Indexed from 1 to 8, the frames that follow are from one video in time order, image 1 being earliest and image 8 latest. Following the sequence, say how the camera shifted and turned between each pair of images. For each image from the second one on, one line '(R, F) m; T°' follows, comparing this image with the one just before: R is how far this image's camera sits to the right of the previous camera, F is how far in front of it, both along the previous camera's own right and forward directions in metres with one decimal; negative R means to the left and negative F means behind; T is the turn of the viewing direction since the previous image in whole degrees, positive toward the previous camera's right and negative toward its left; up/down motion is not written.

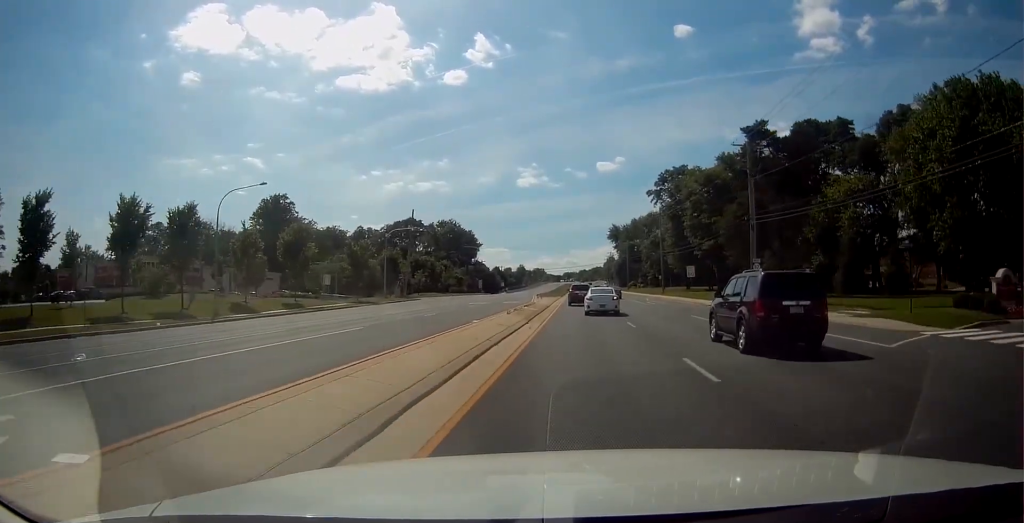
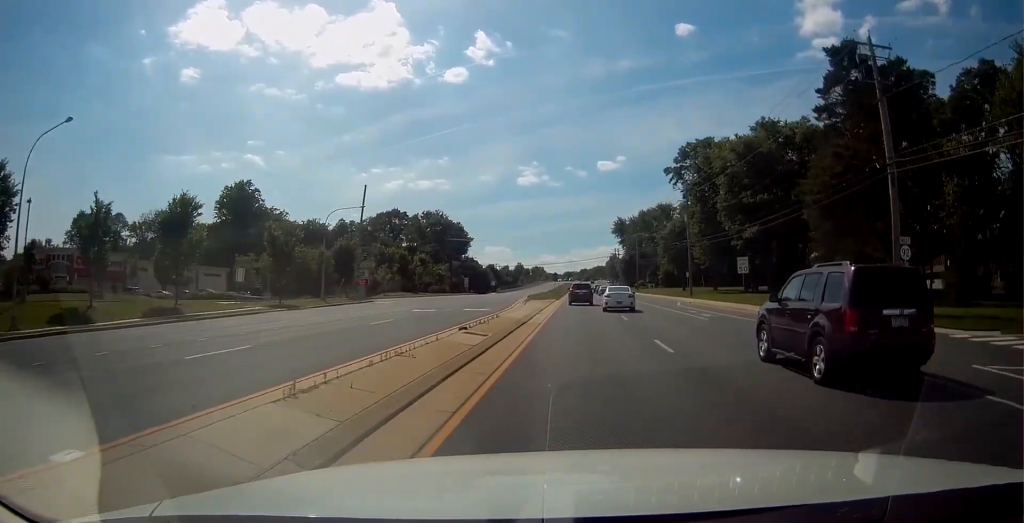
(-0.2, +19.5) m; 0°
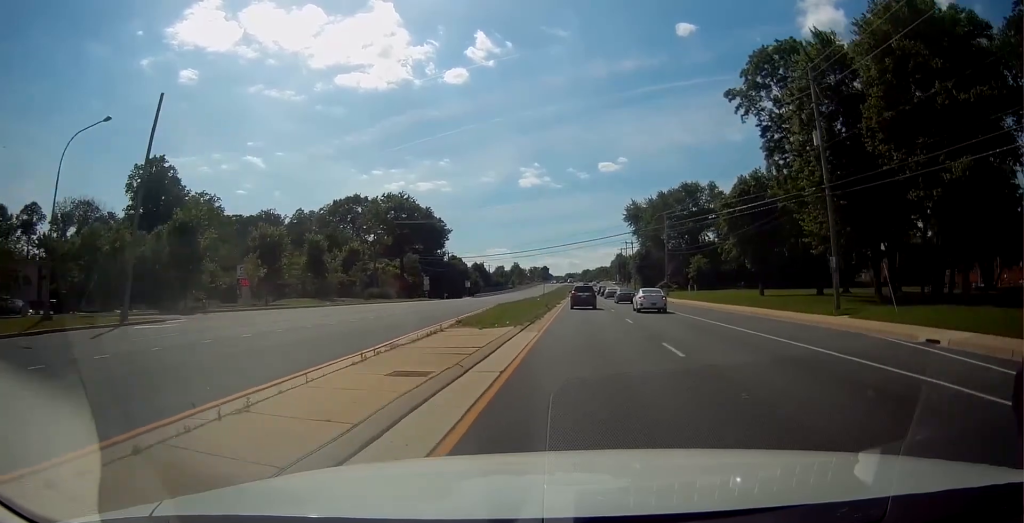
(+0.2, +36.3) m; +1°
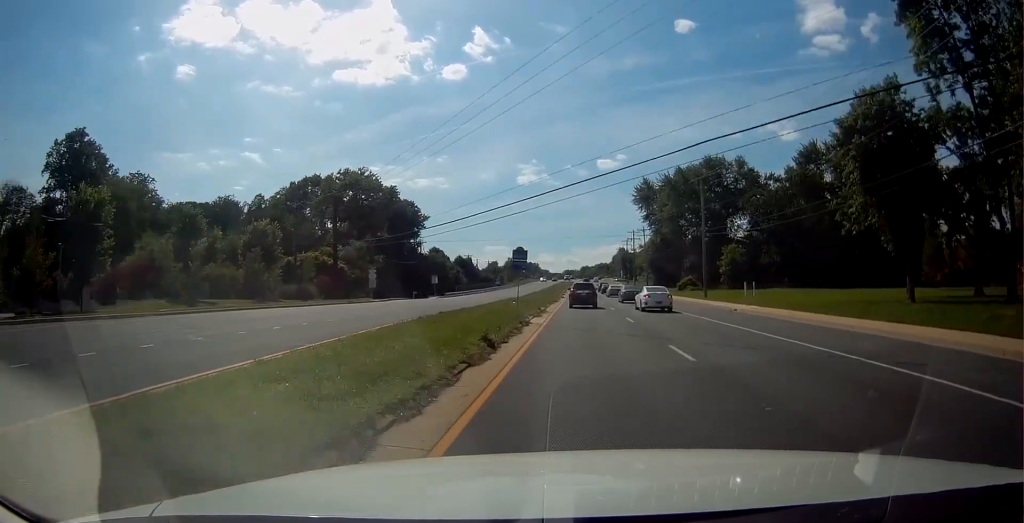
(0.0, +24.9) m; 0°
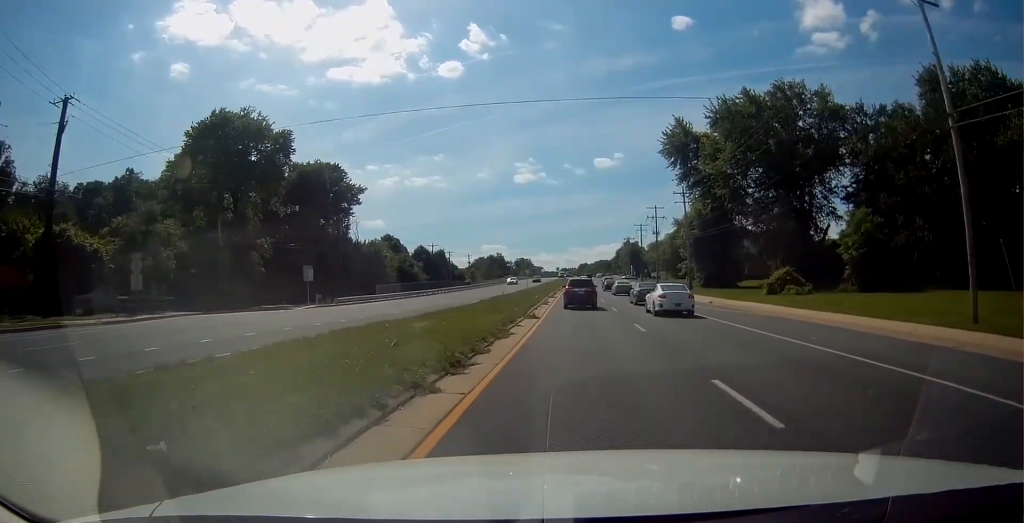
(-0.1, +41.0) m; 0°
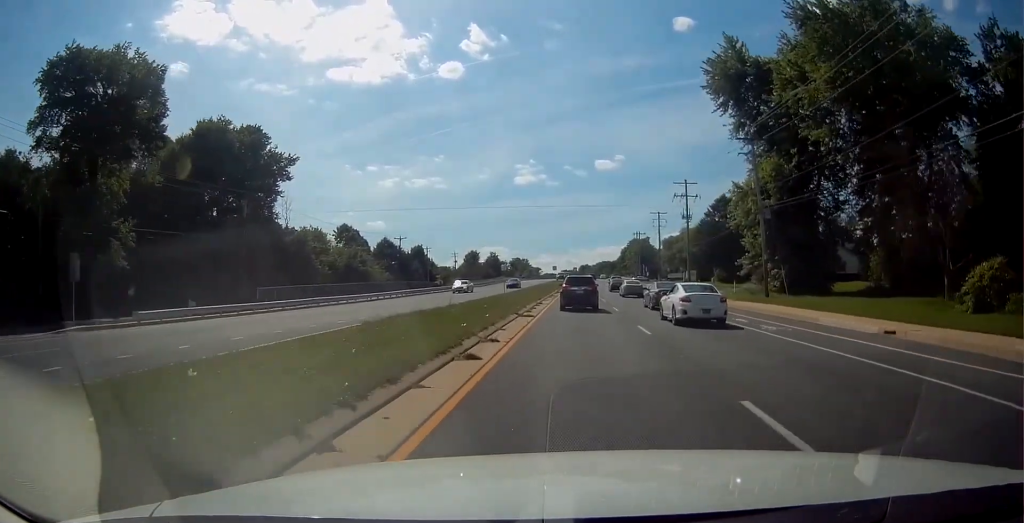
(+0.1, +26.2) m; 0°
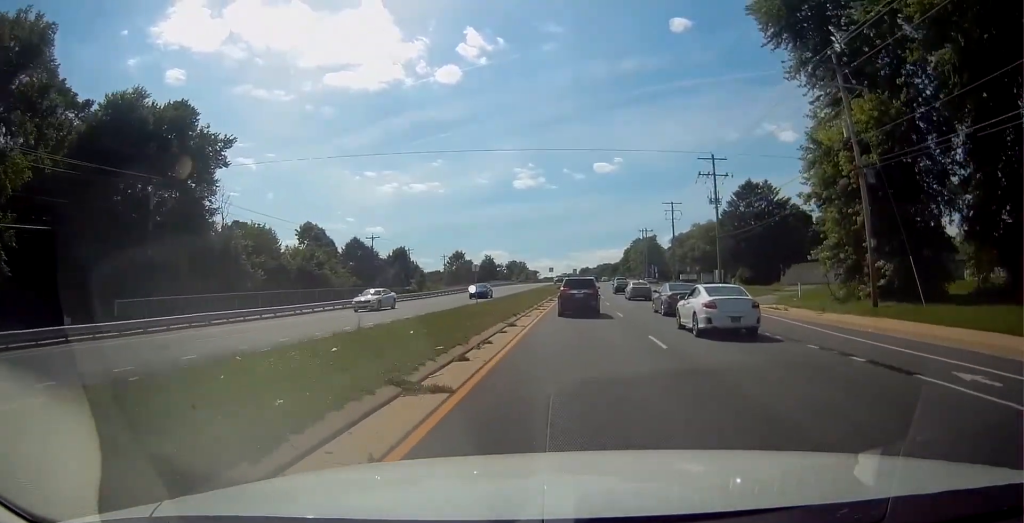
(0.0, +15.5) m; 0°
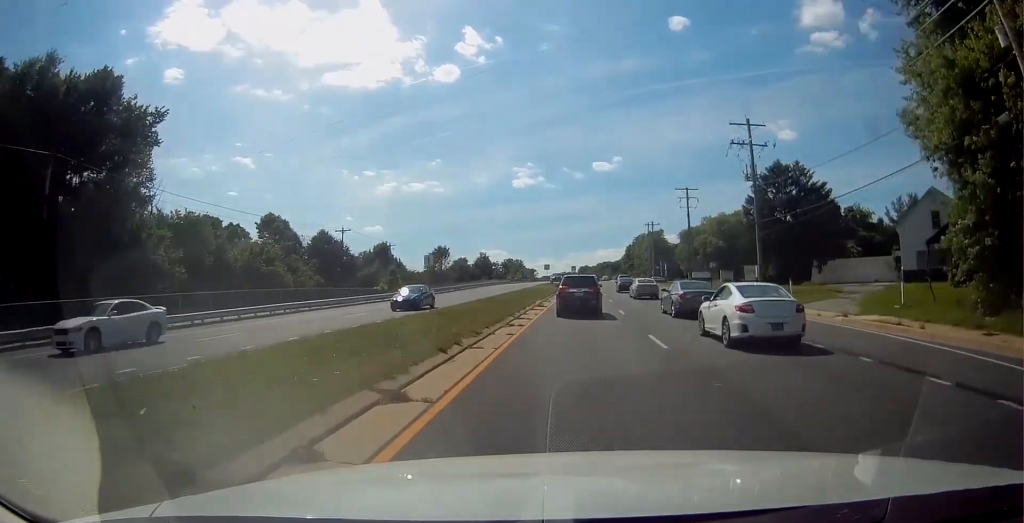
(-0.1, +12.6) m; 0°
